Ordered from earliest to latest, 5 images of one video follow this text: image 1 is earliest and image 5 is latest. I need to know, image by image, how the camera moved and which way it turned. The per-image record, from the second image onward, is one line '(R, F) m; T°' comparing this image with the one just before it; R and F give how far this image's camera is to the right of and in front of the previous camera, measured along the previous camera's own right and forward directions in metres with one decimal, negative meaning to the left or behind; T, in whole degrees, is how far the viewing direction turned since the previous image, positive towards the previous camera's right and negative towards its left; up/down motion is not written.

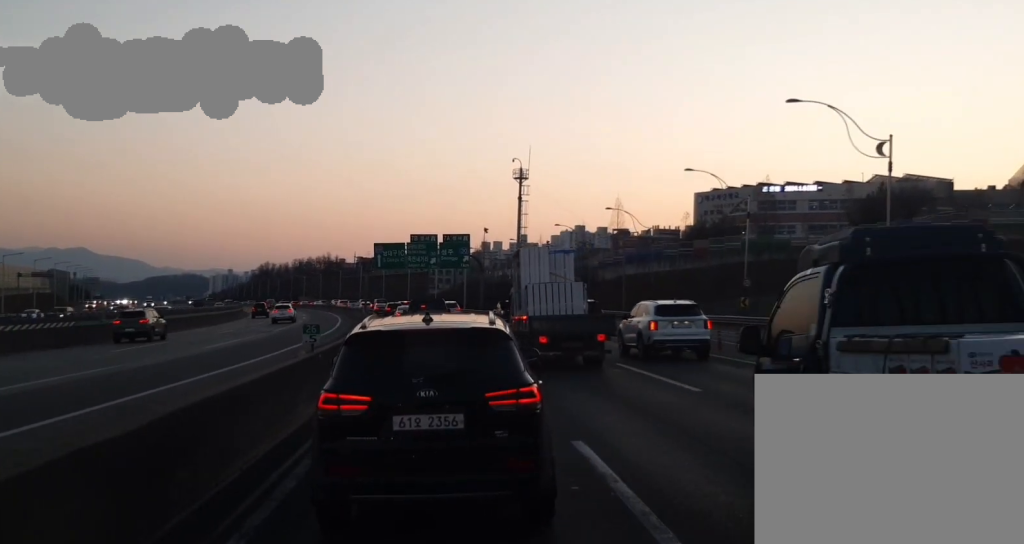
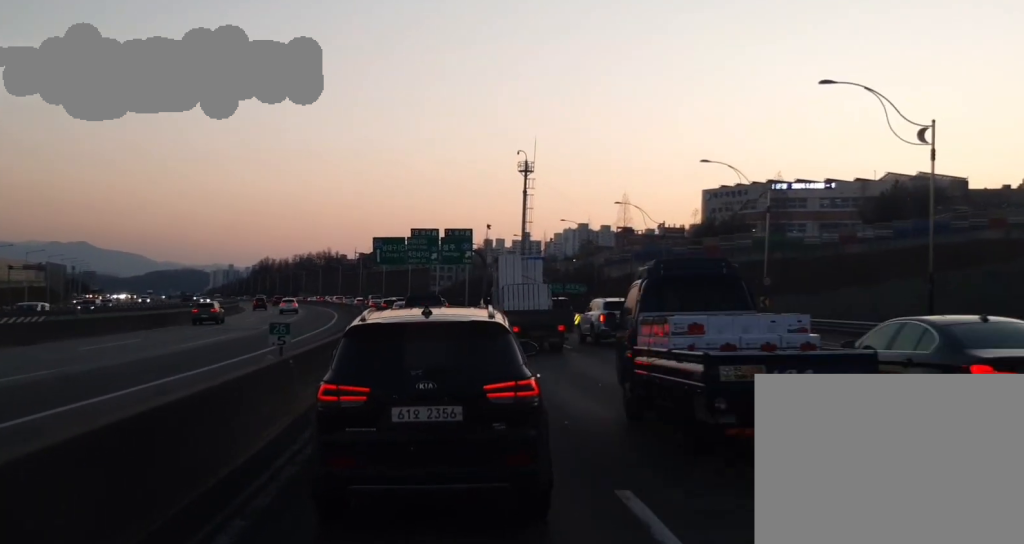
(0.0, +3.5) m; +1°
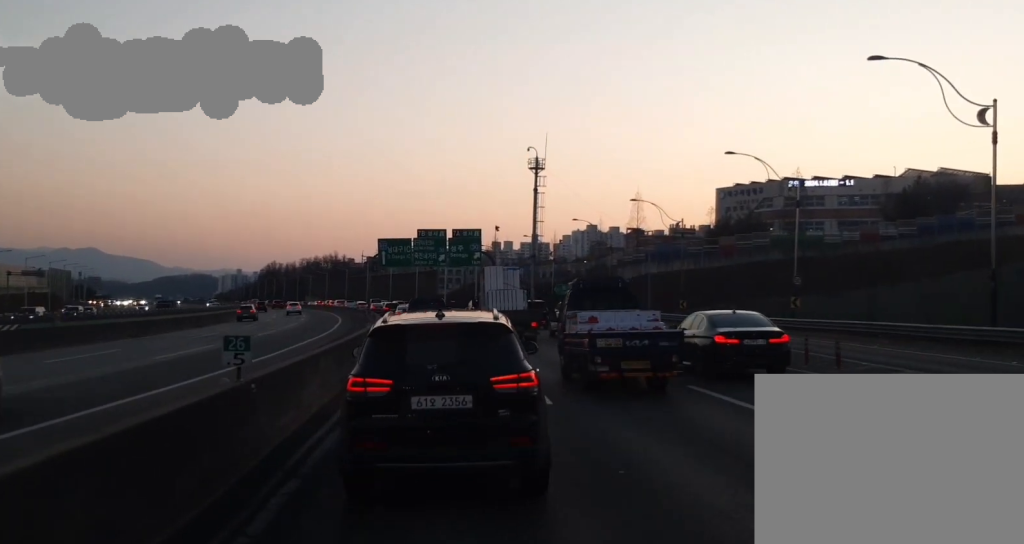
(+0.2, +4.3) m; +1°
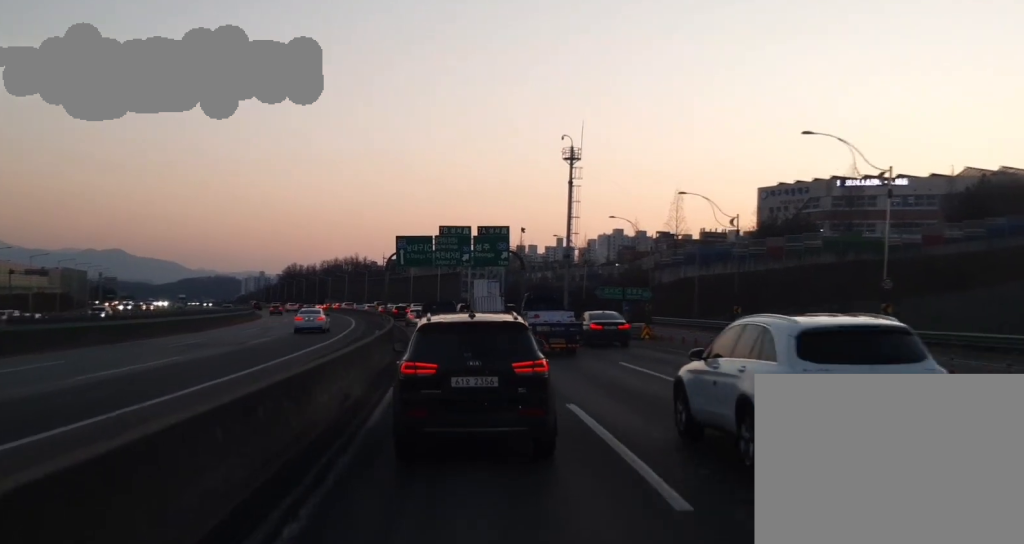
(+0.1, +8.8) m; 0°
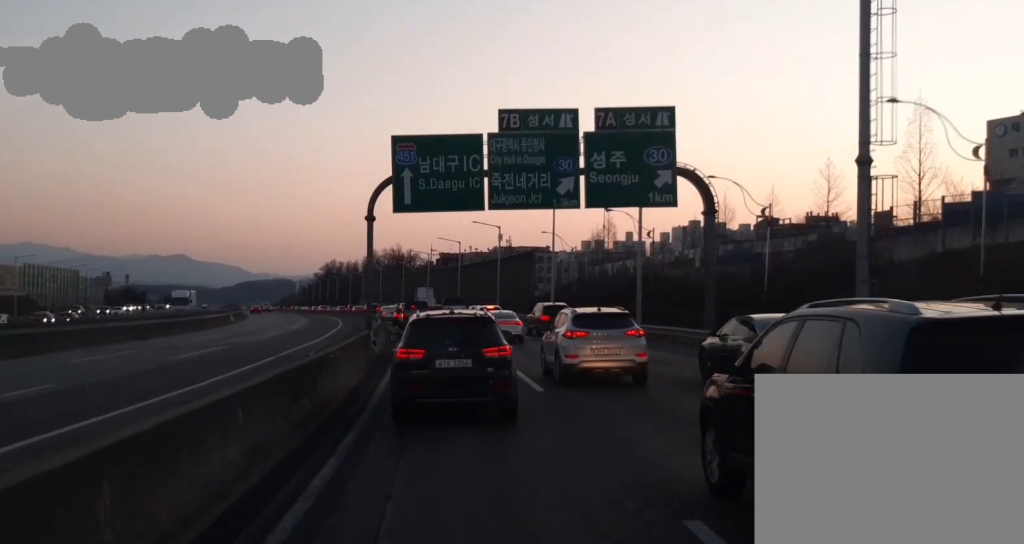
(-1.3, +47.9) m; -5°
